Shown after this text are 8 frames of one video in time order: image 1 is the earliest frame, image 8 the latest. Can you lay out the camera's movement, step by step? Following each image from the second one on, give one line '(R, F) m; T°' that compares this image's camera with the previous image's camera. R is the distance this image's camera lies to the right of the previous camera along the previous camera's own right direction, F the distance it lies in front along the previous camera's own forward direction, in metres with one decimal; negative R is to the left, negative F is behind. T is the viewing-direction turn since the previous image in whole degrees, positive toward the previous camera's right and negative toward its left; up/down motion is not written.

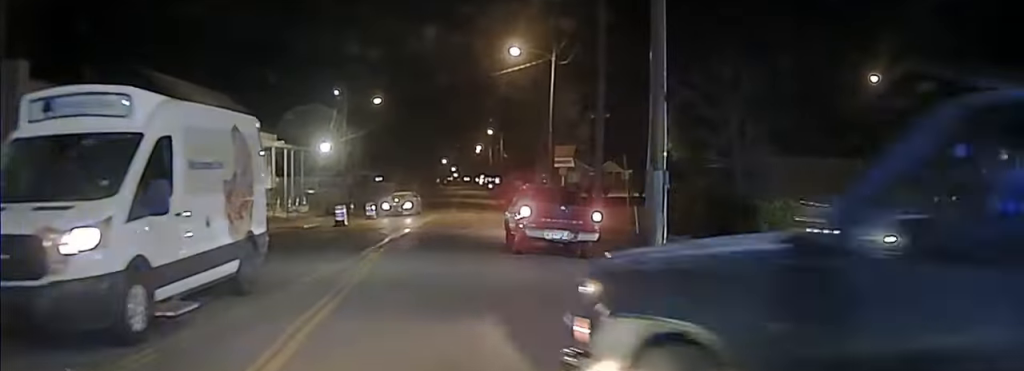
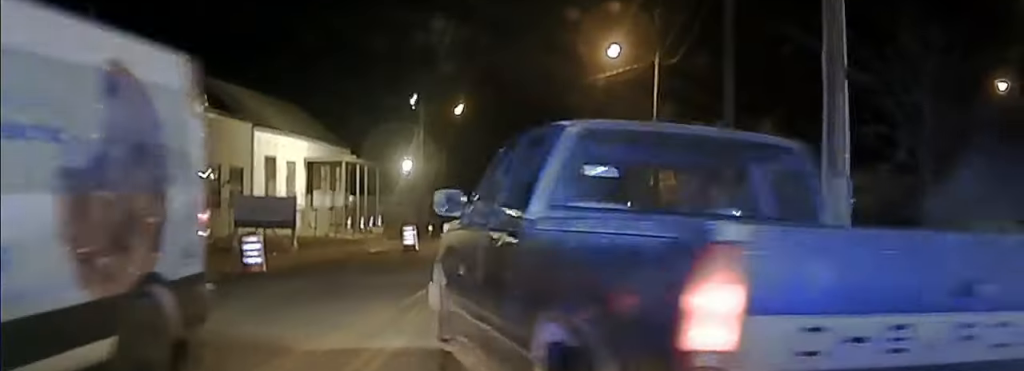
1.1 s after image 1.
(-0.1, +6.7) m; -4°
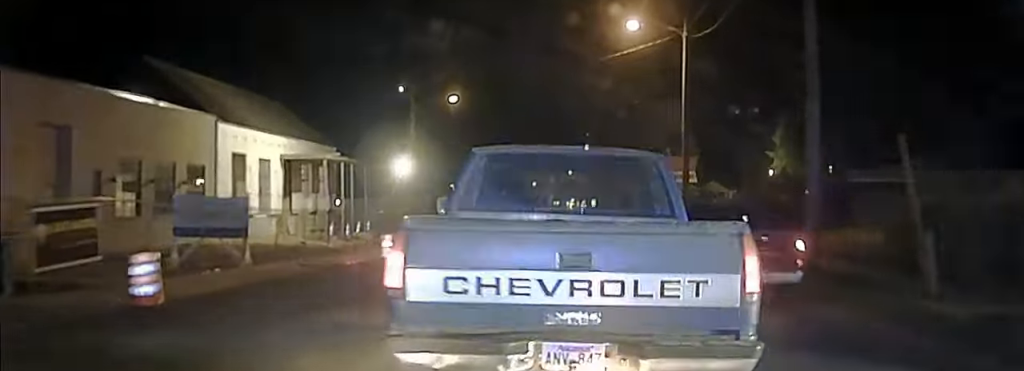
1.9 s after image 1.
(-0.2, +4.1) m; -3°
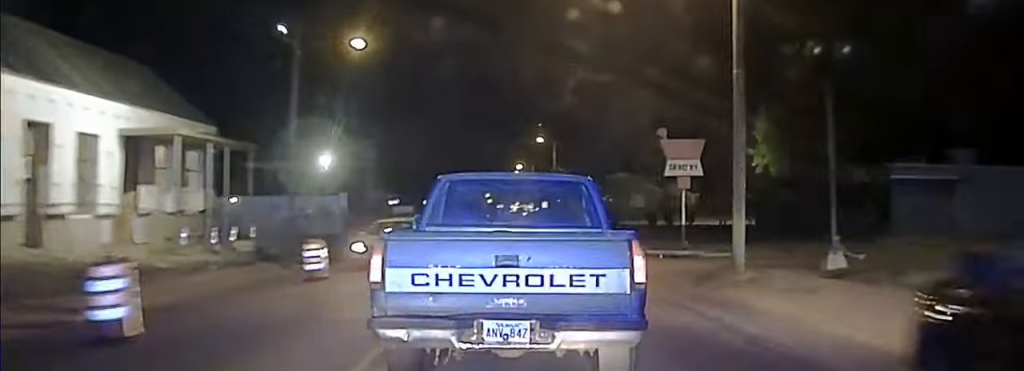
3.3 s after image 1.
(+0.2, +9.8) m; +4°
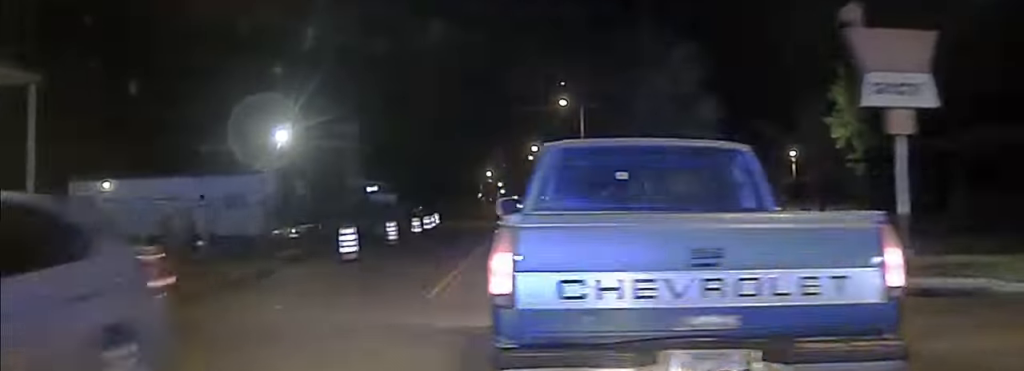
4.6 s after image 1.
(+0.7, +16.8) m; +1°
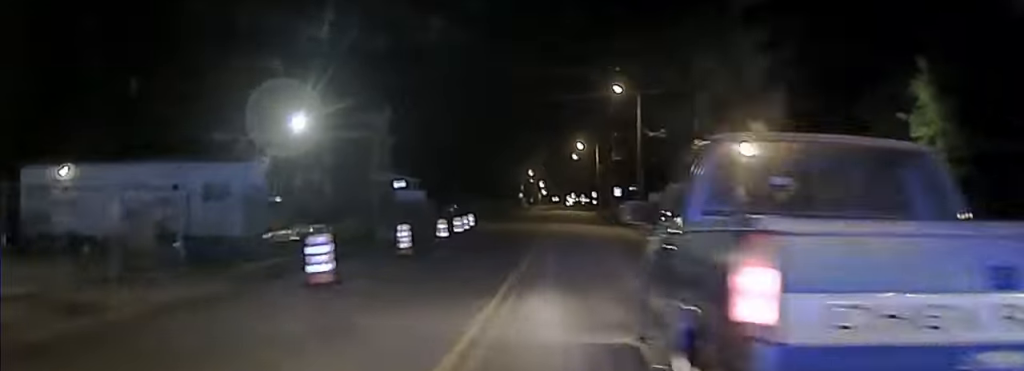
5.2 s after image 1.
(-0.3, +8.7) m; -2°
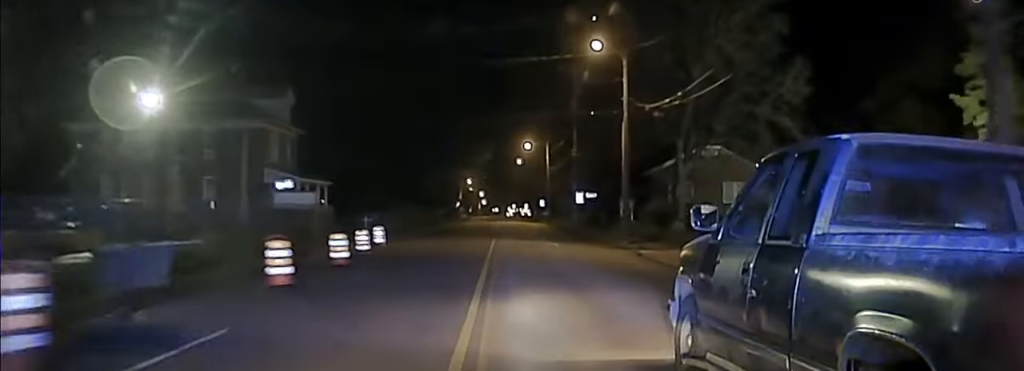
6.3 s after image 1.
(-0.6, +18.6) m; -1°
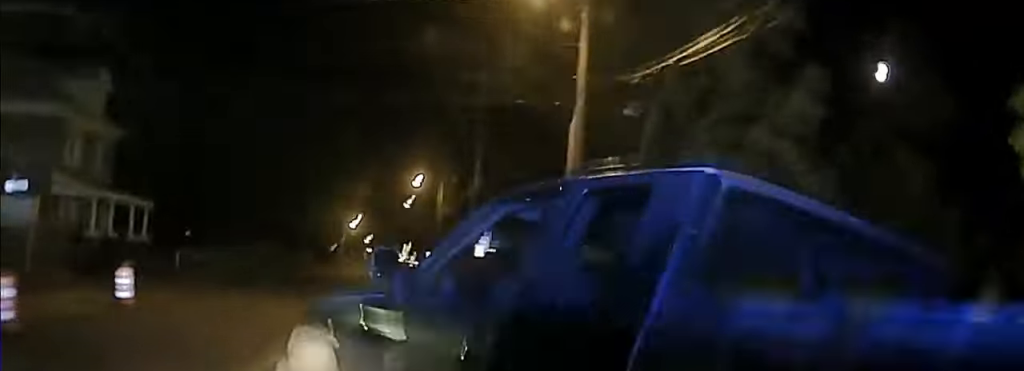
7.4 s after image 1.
(+0.6, +18.5) m; +5°
